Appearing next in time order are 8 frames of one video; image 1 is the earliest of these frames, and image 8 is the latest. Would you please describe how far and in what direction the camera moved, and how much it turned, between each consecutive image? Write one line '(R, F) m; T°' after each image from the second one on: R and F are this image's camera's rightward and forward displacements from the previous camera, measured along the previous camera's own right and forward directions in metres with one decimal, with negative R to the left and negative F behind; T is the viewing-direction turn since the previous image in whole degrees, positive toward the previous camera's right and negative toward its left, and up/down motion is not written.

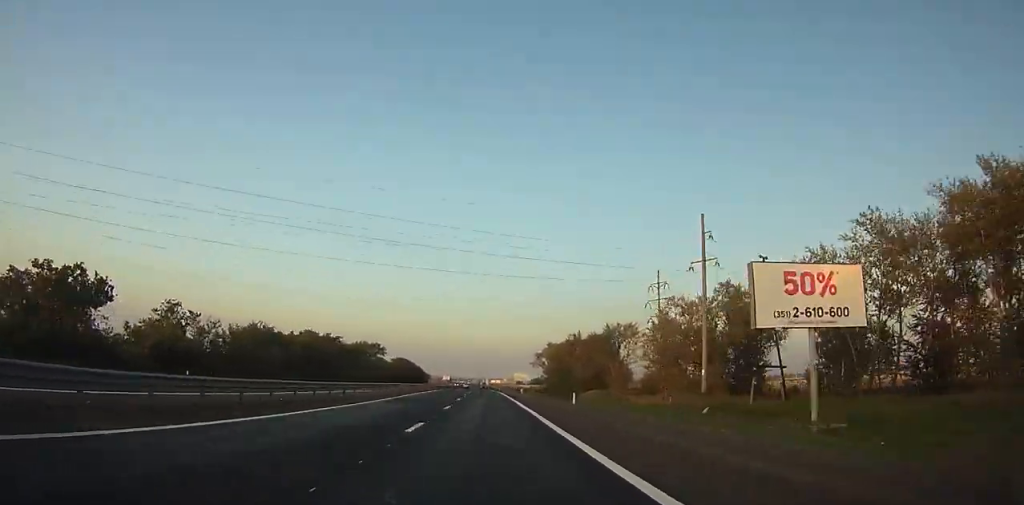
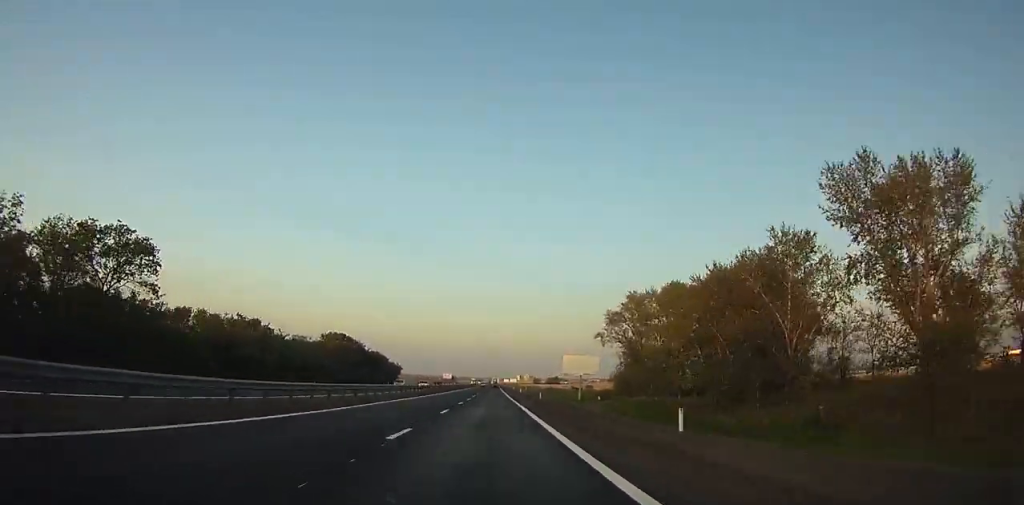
(-2.2, +122.1) m; -2°
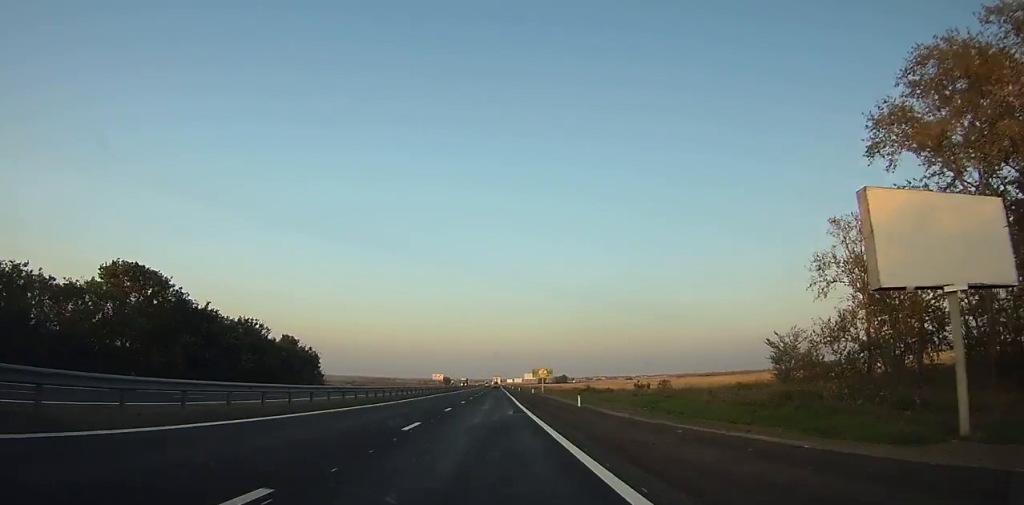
(0.0, +81.5) m; 0°
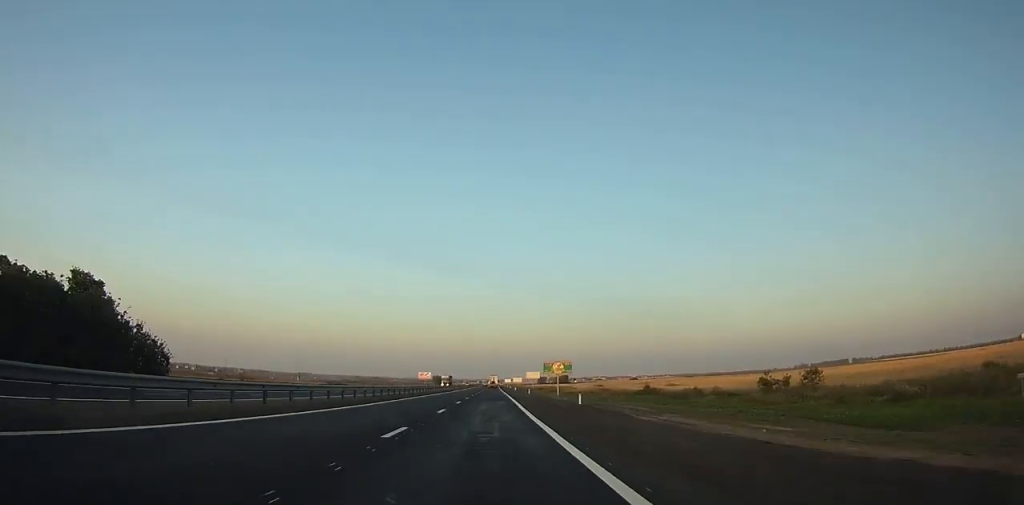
(0.0, +50.2) m; 0°
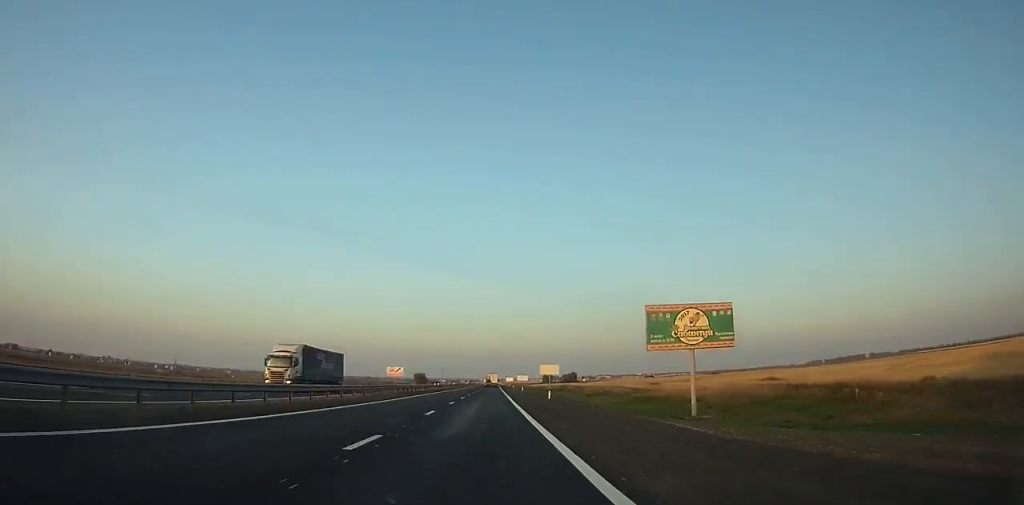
(0.0, +85.5) m; 0°
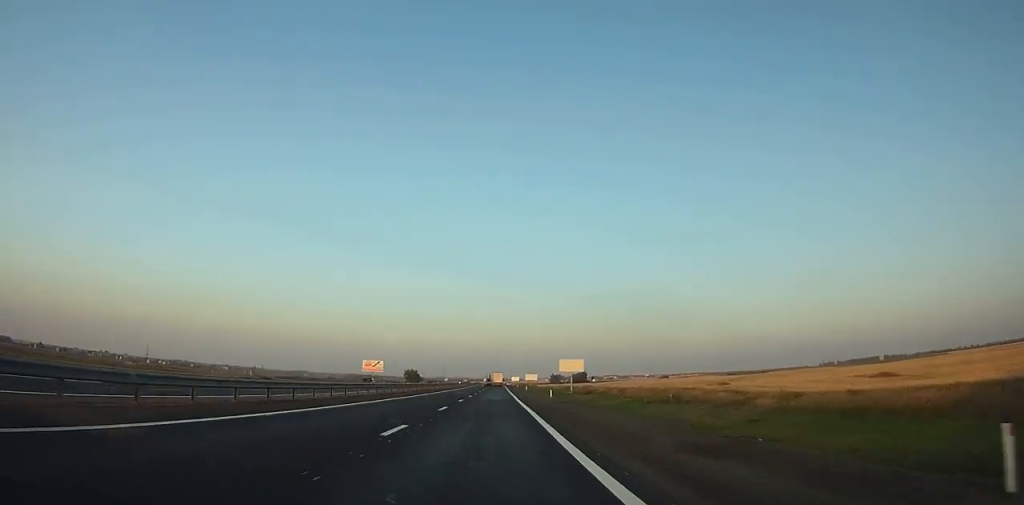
(0.0, +44.7) m; 0°
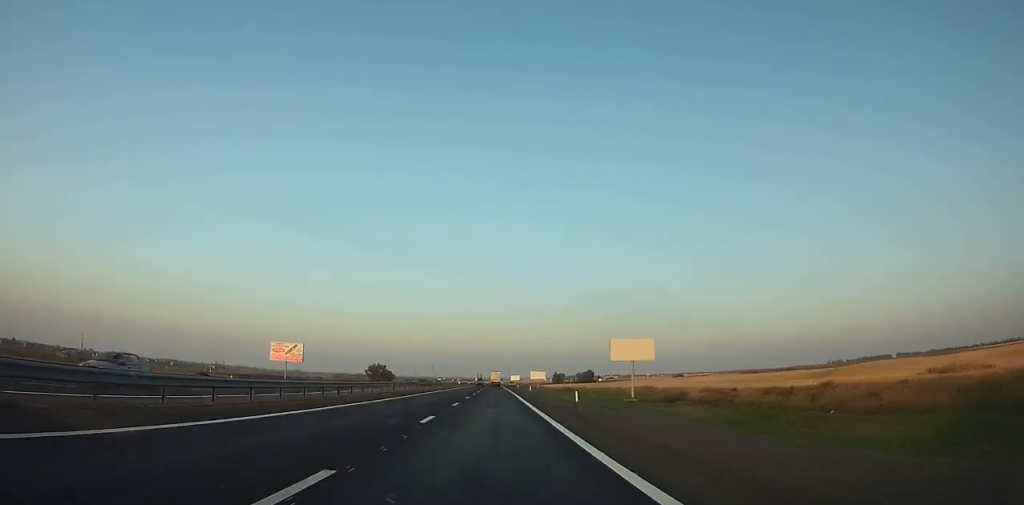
(0.0, +68.7) m; 0°
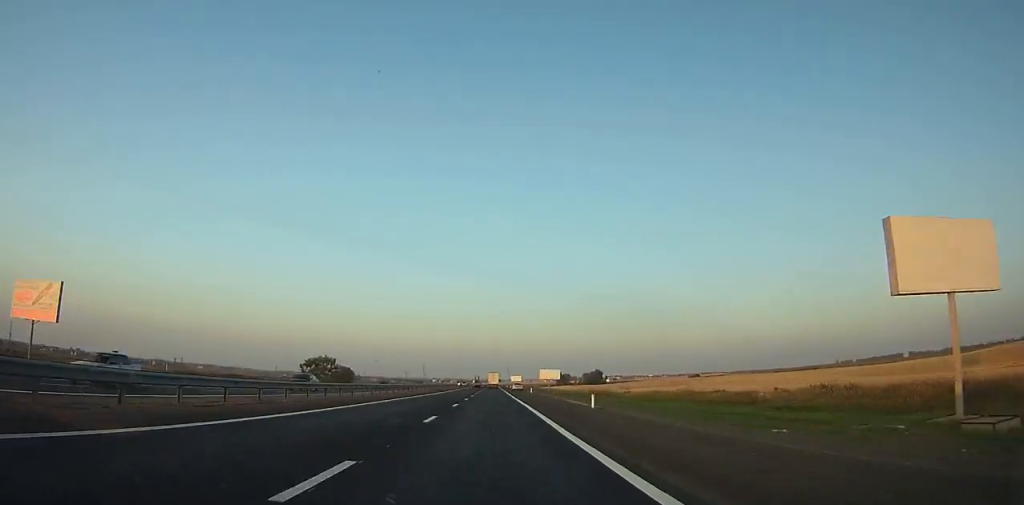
(+0.1, +59.9) m; 0°
